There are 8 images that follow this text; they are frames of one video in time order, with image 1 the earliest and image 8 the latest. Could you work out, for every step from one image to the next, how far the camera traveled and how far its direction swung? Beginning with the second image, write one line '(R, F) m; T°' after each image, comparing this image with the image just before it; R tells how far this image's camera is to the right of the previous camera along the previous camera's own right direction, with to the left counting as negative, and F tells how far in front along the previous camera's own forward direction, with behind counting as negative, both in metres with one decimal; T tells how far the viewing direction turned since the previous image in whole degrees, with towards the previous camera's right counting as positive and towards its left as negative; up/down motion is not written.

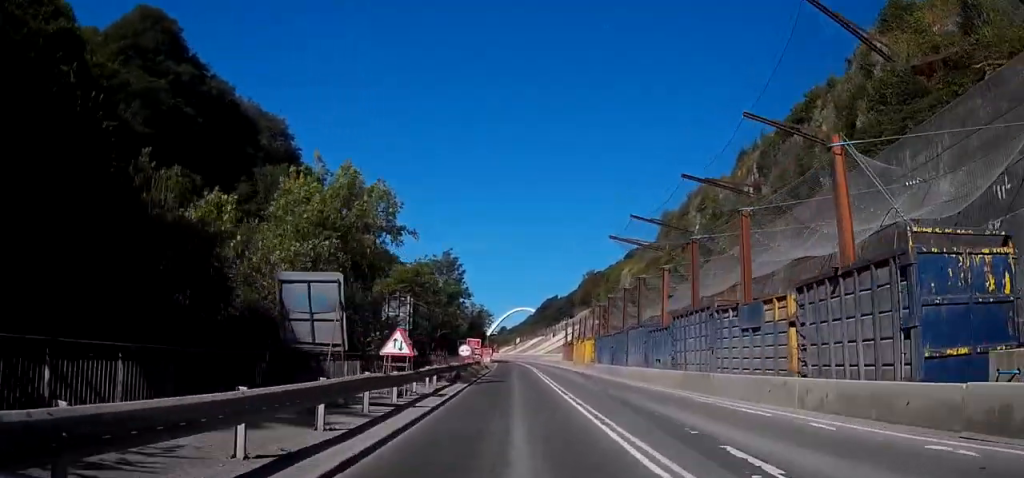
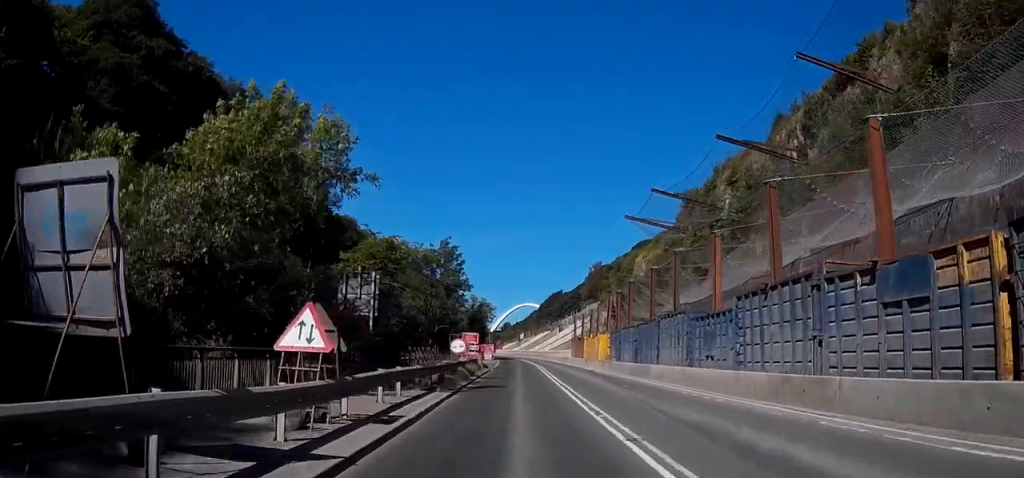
(0.0, +8.2) m; 0°
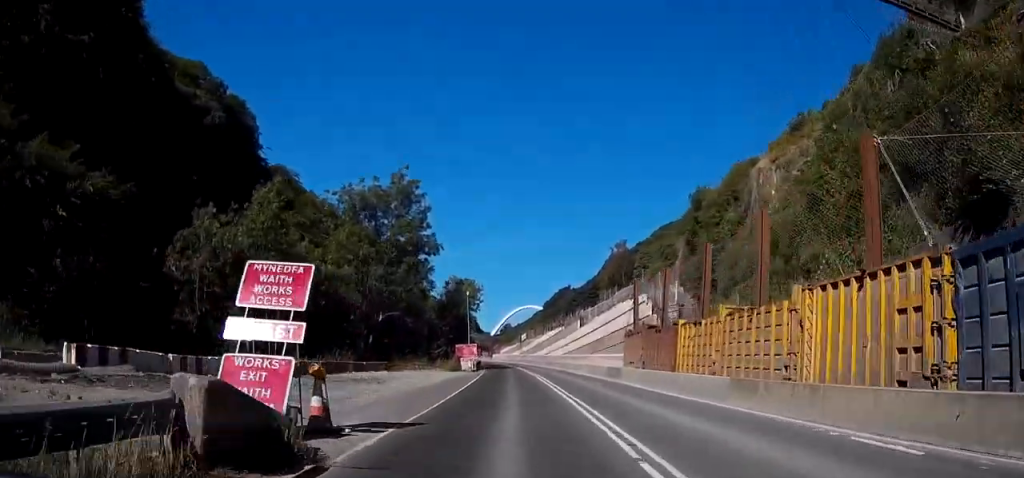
(-0.7, +42.2) m; -3°
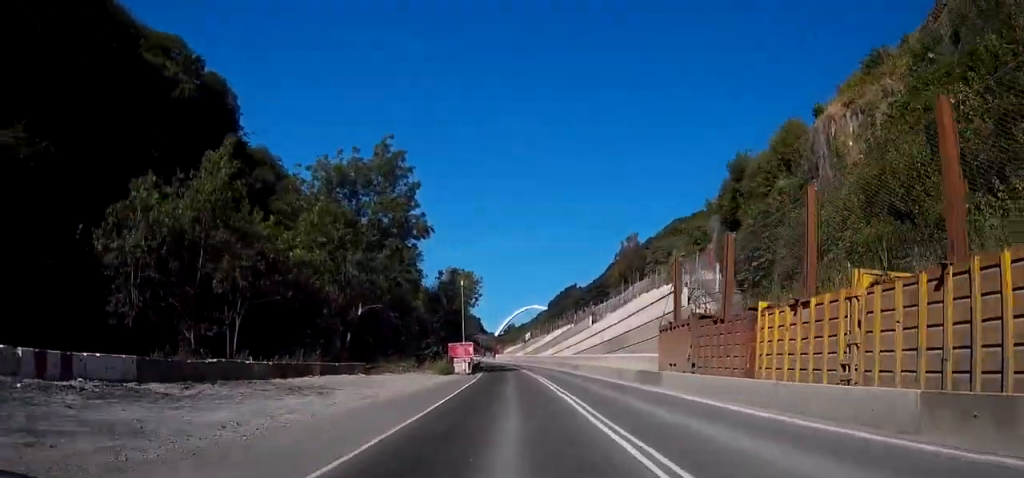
(-0.1, +9.6) m; -1°
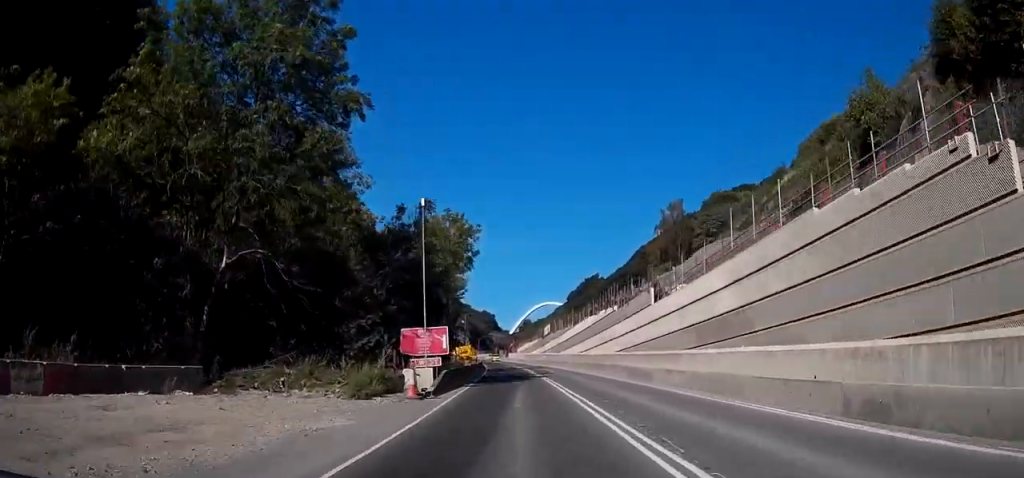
(-0.6, +27.8) m; -2°
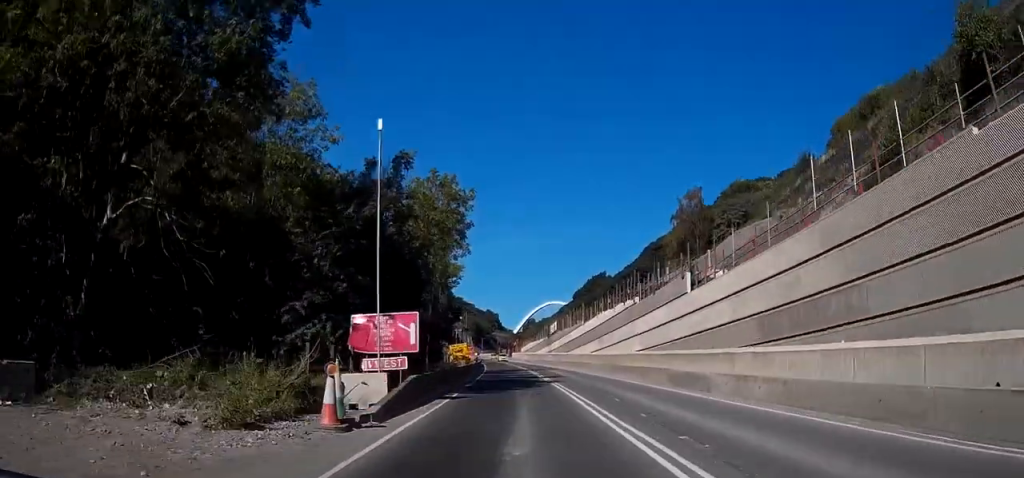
(-0.1, +9.0) m; 0°
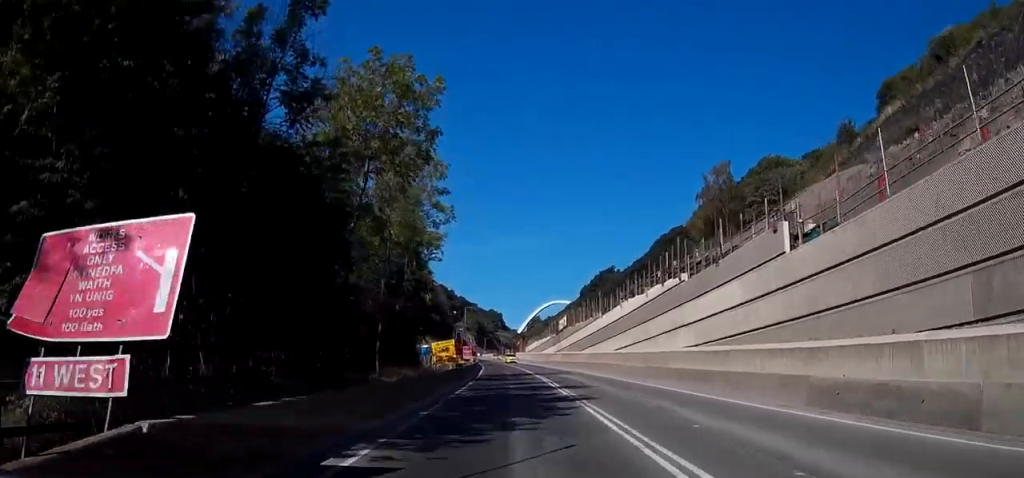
(-0.1, +13.6) m; +1°
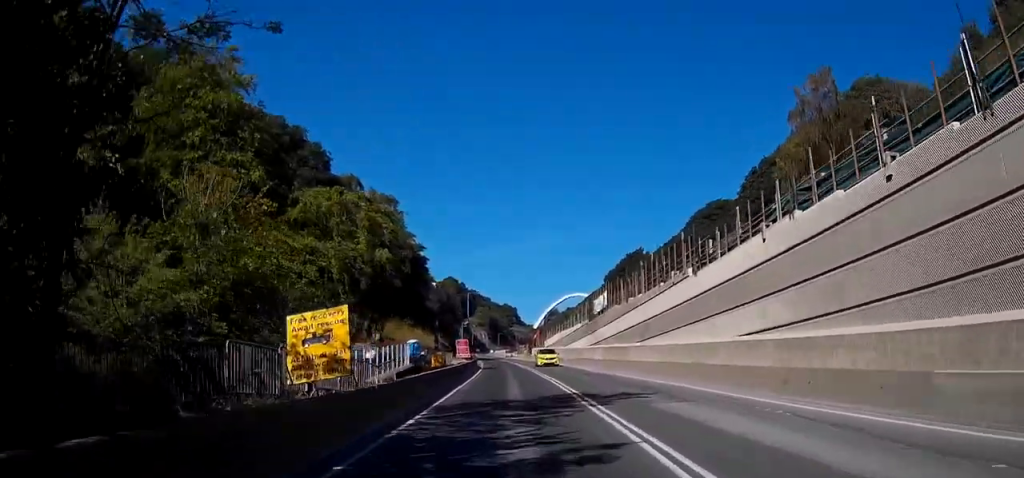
(+0.8, +29.1) m; +1°
